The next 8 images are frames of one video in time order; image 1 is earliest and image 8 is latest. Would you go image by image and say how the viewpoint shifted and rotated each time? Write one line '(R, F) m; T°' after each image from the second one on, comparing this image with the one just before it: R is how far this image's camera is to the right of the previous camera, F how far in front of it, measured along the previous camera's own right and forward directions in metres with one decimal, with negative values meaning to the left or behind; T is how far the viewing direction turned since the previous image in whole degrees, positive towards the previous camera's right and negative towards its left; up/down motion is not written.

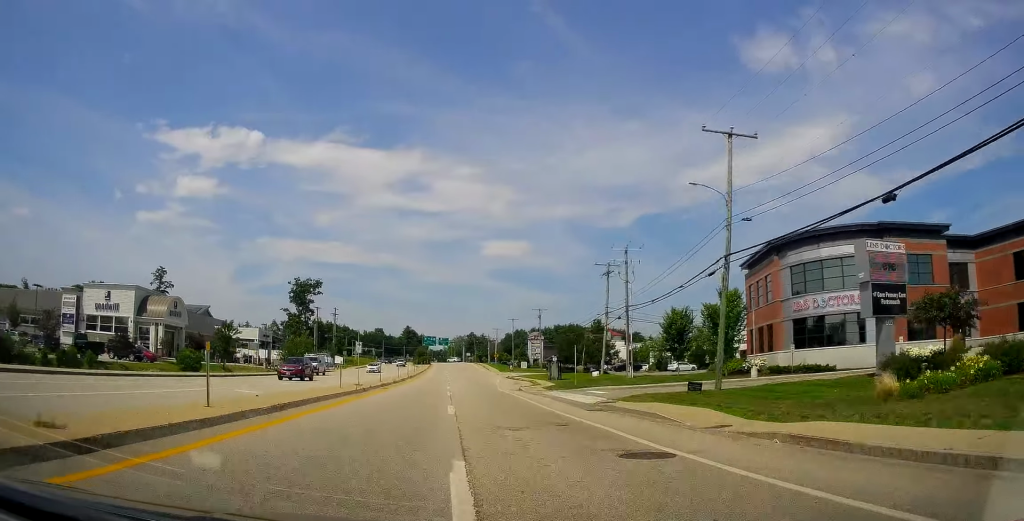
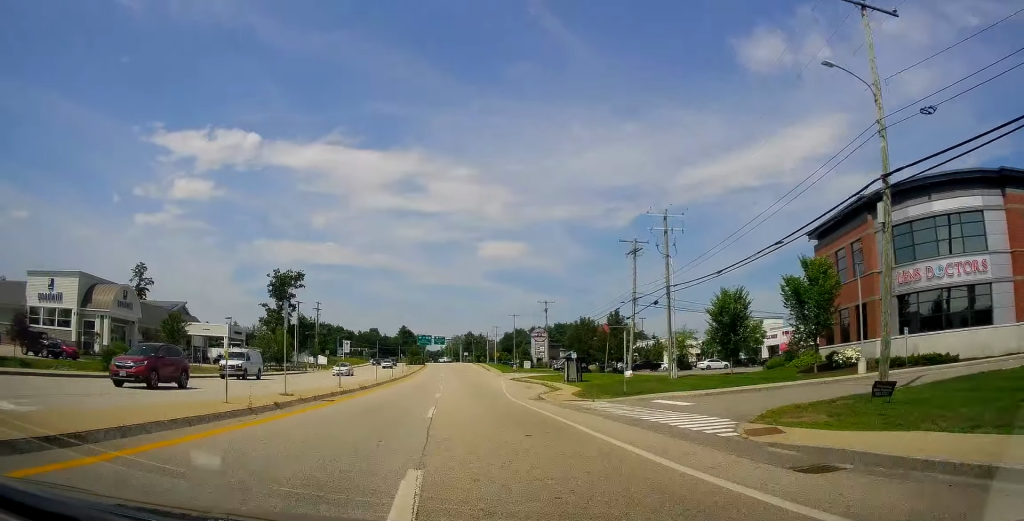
(-0.1, +13.0) m; 0°
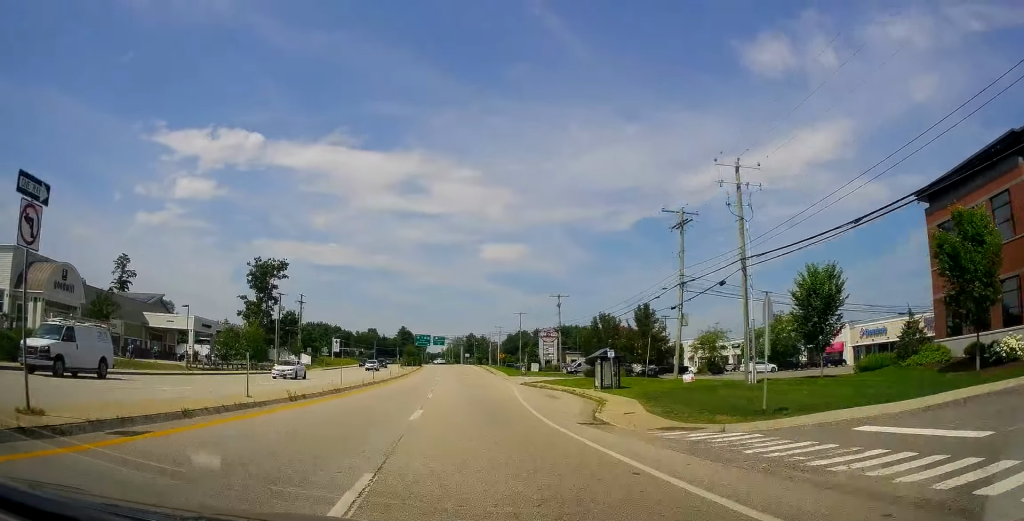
(-0.3, +12.9) m; 0°
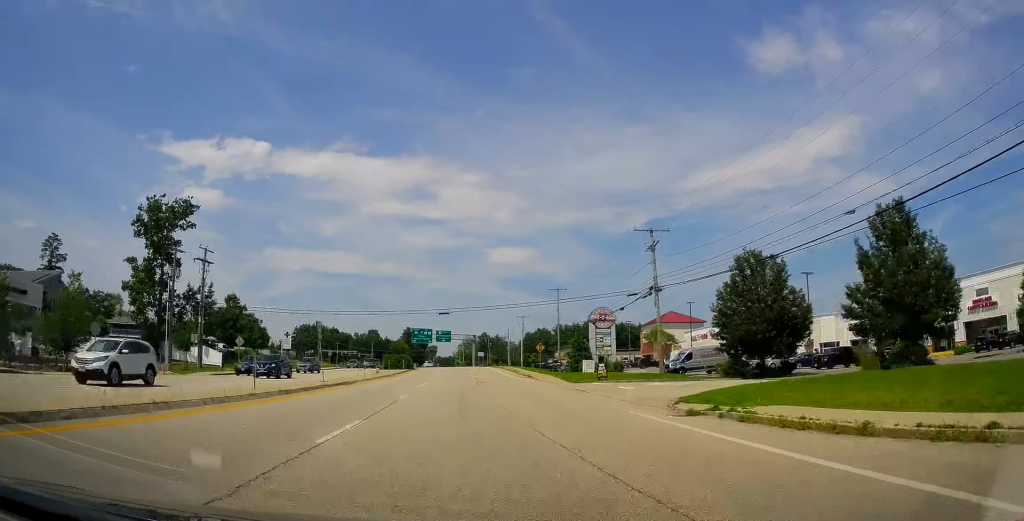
(+0.8, +42.6) m; 0°
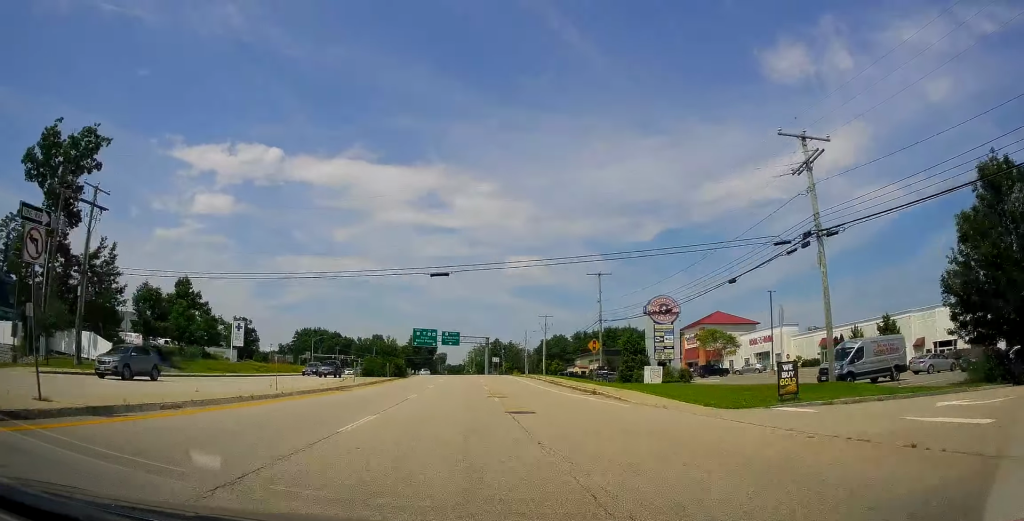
(-0.1, +22.4) m; 0°
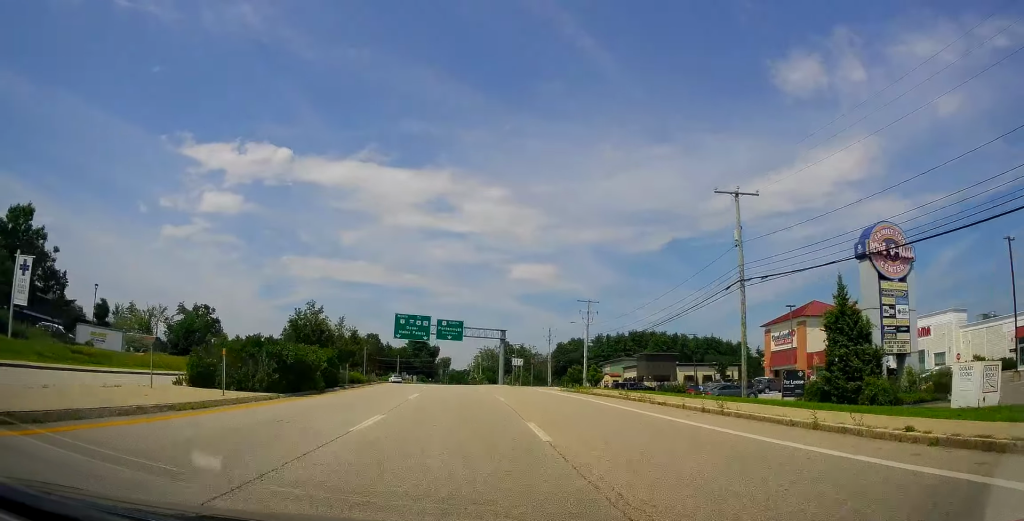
(-0.2, +36.3) m; -1°
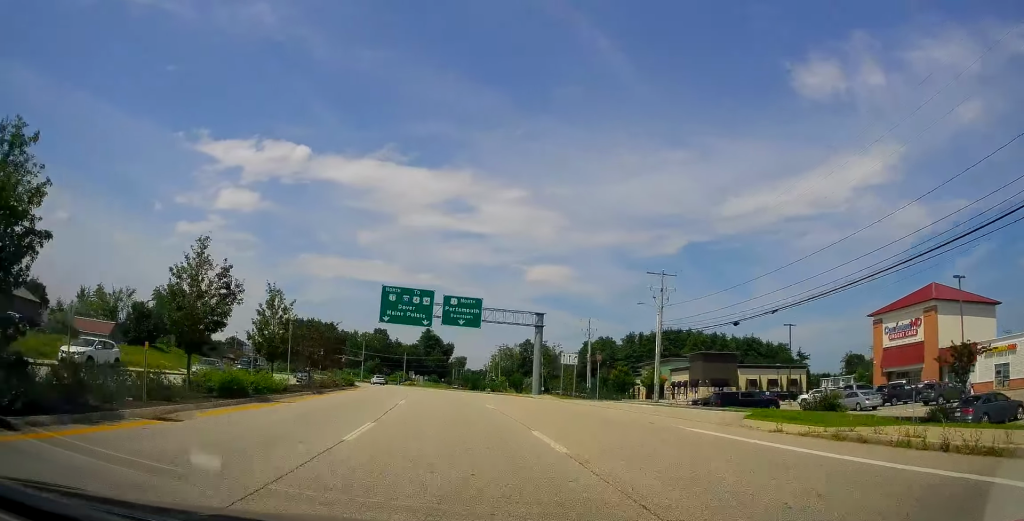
(-0.3, +25.9) m; -1°
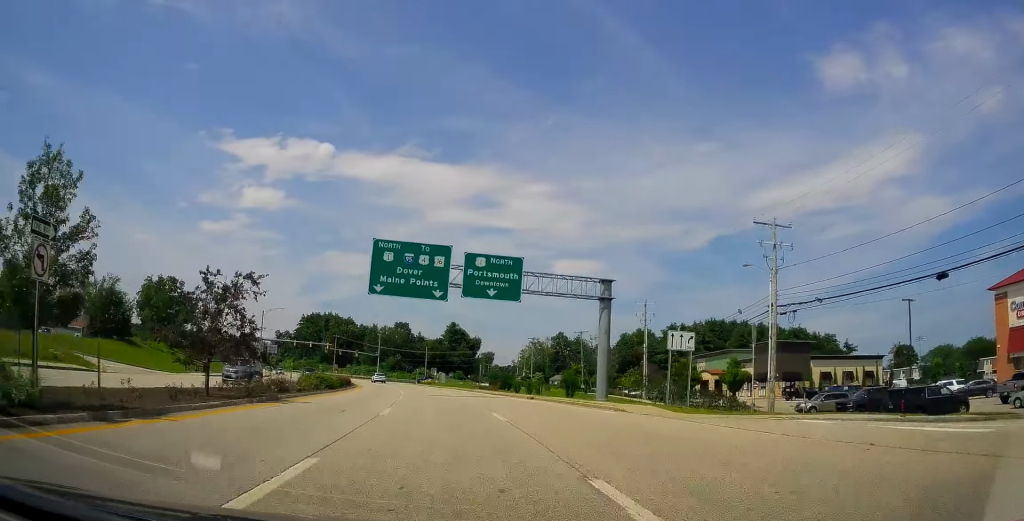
(+0.1, +18.7) m; -2°
